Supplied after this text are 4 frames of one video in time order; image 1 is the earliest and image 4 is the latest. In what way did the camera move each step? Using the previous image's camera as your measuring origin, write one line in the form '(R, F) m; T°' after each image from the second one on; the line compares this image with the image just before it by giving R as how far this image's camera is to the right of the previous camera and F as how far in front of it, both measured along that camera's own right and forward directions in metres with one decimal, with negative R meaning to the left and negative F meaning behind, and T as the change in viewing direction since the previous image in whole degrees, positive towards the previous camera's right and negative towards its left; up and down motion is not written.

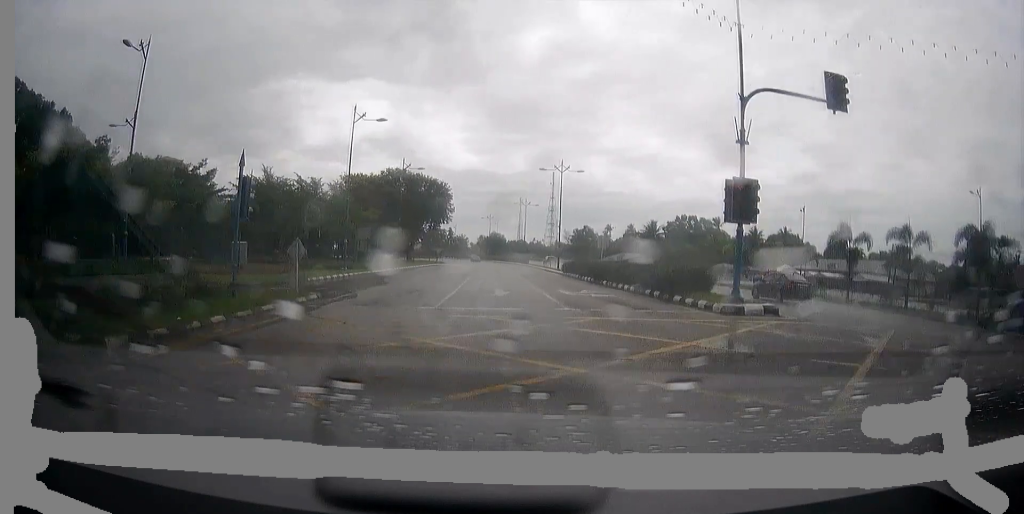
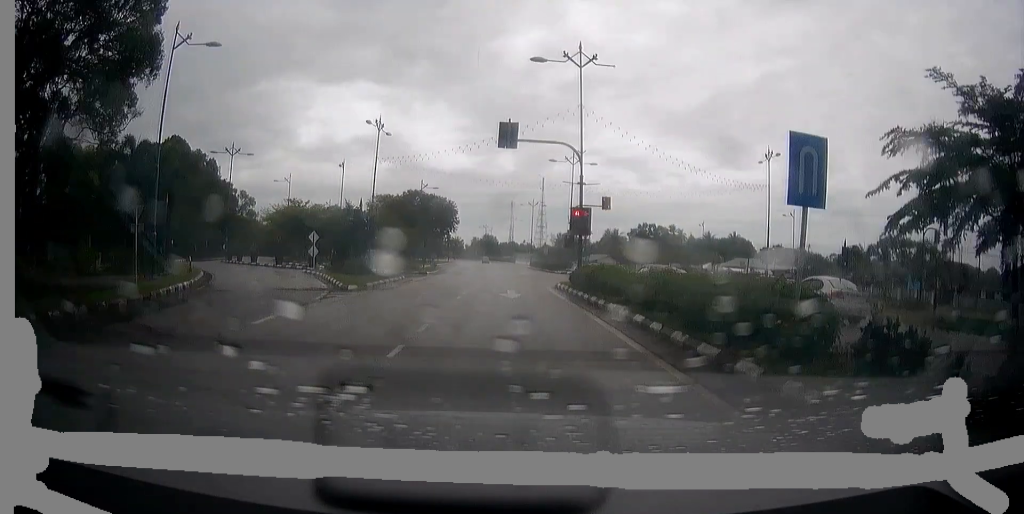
(-0.2, +40.0) m; -1°
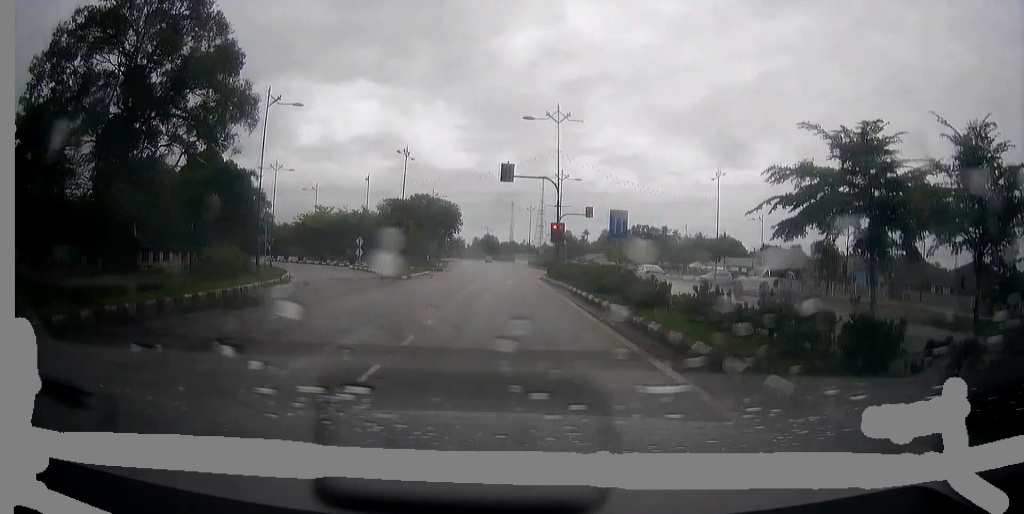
(-0.1, +12.3) m; 0°
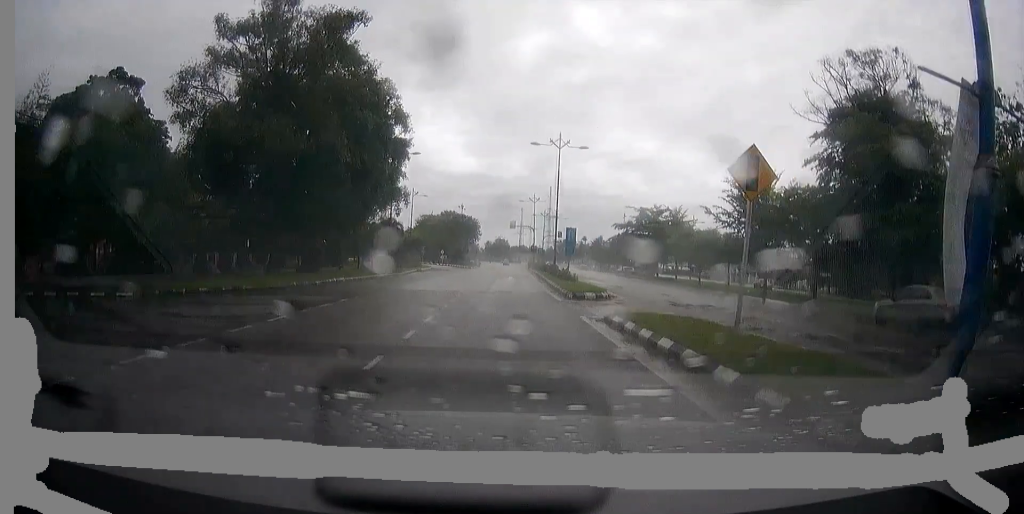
(+0.3, +54.9) m; 0°
